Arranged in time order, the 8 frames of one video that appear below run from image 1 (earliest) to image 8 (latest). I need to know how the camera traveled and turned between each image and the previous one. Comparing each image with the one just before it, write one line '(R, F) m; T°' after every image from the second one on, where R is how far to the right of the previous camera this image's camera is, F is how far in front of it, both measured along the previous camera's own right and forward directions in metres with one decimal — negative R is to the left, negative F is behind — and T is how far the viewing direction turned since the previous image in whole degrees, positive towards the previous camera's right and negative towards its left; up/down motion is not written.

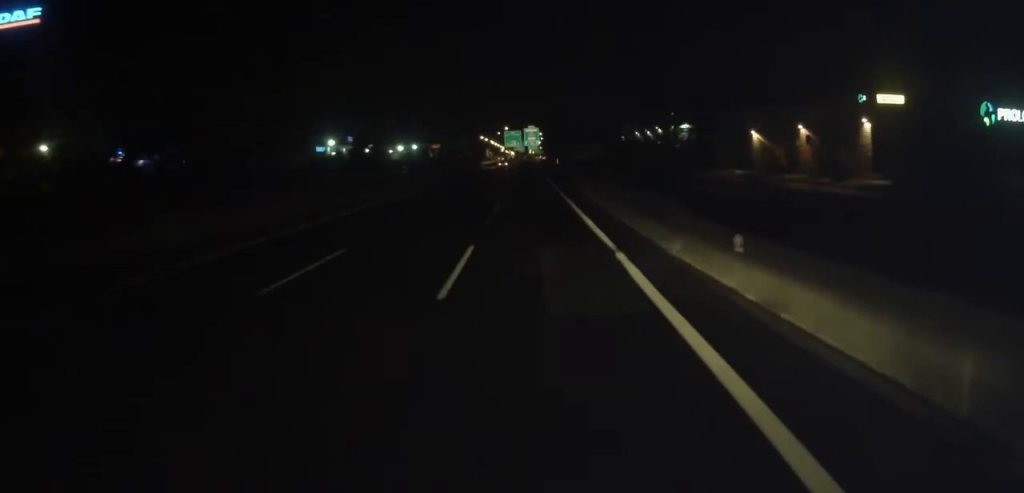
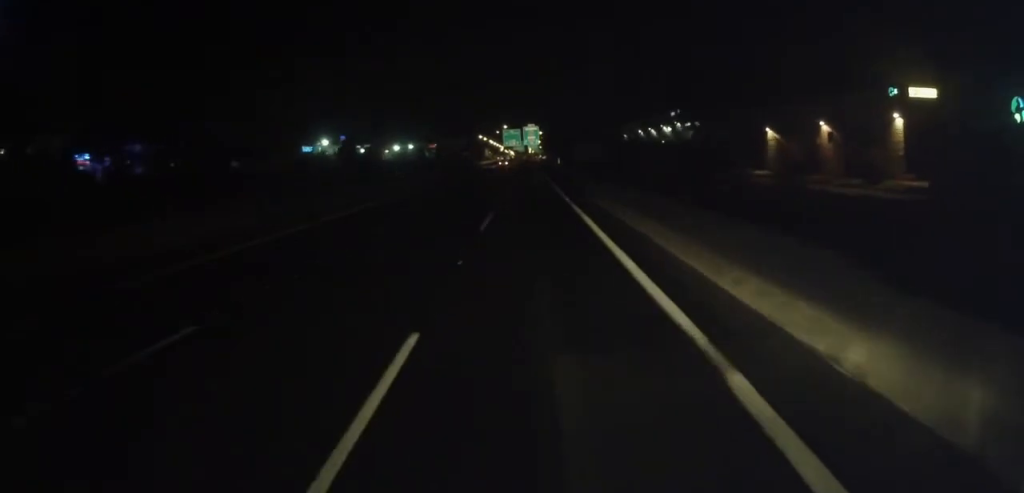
(-0.1, +8.7) m; 0°
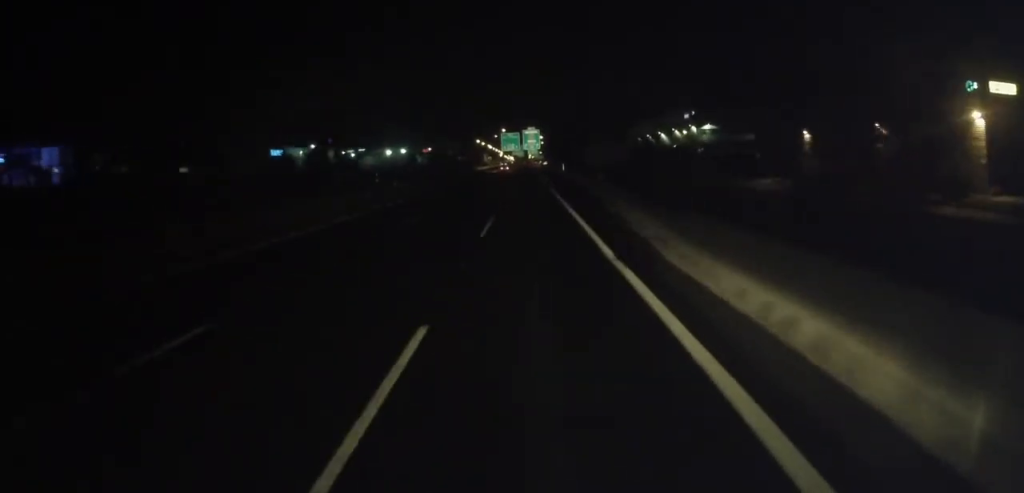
(-0.1, +17.4) m; 0°
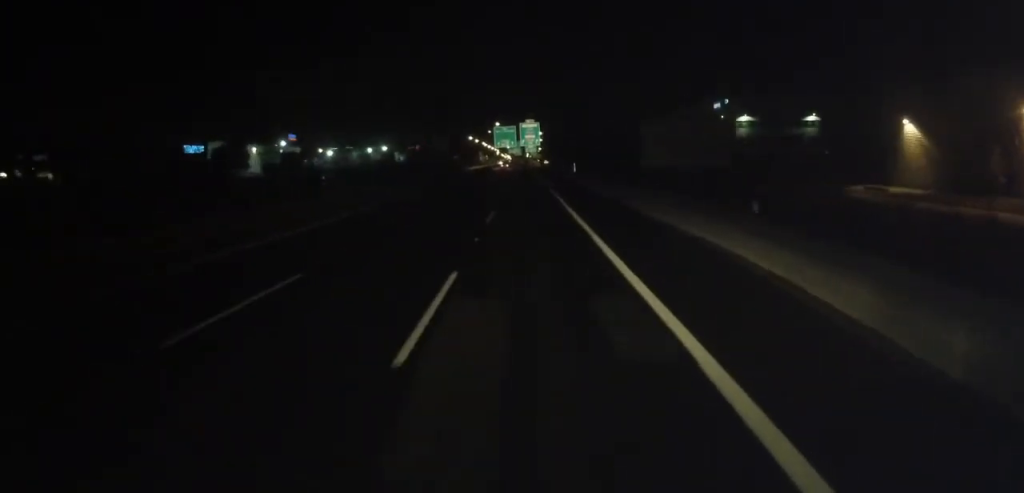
(+0.4, +31.9) m; +1°
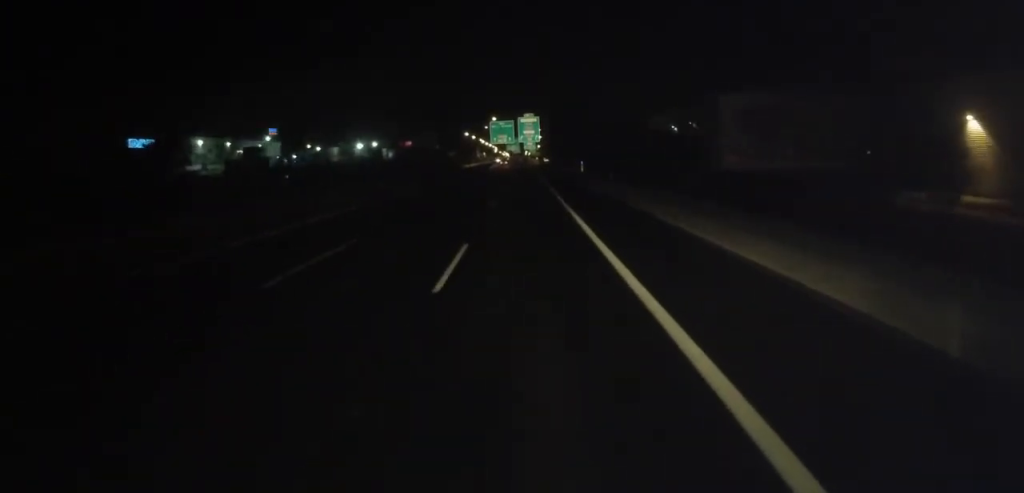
(0.0, +13.8) m; 0°
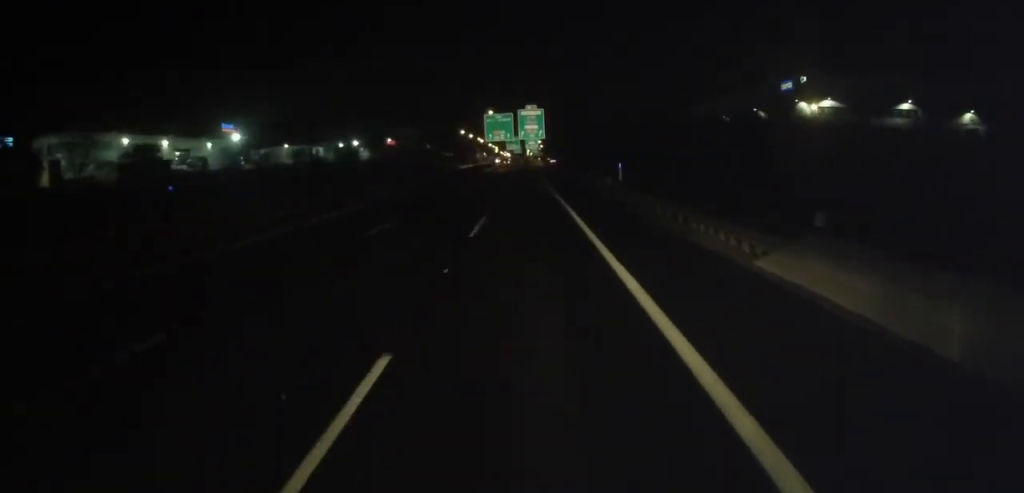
(0.0, +28.3) m; 0°
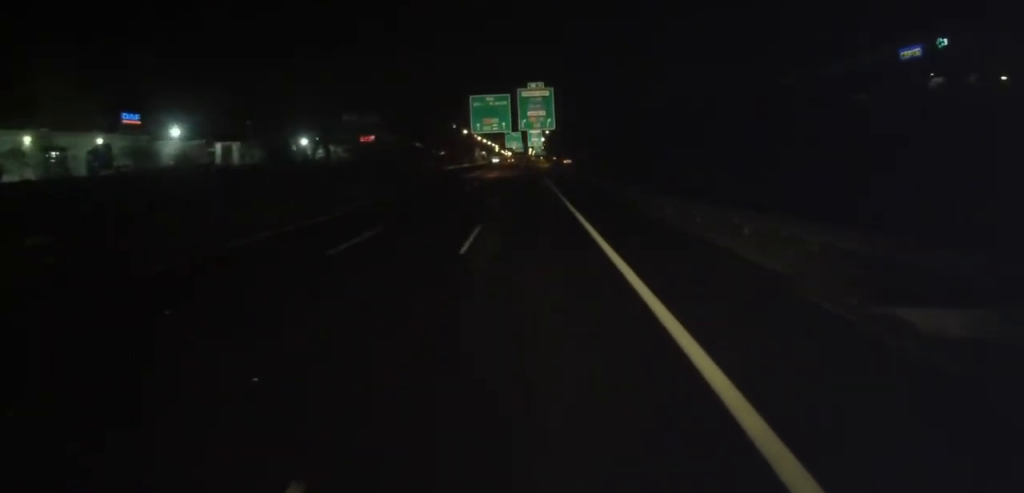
(0.0, +39.8) m; 0°
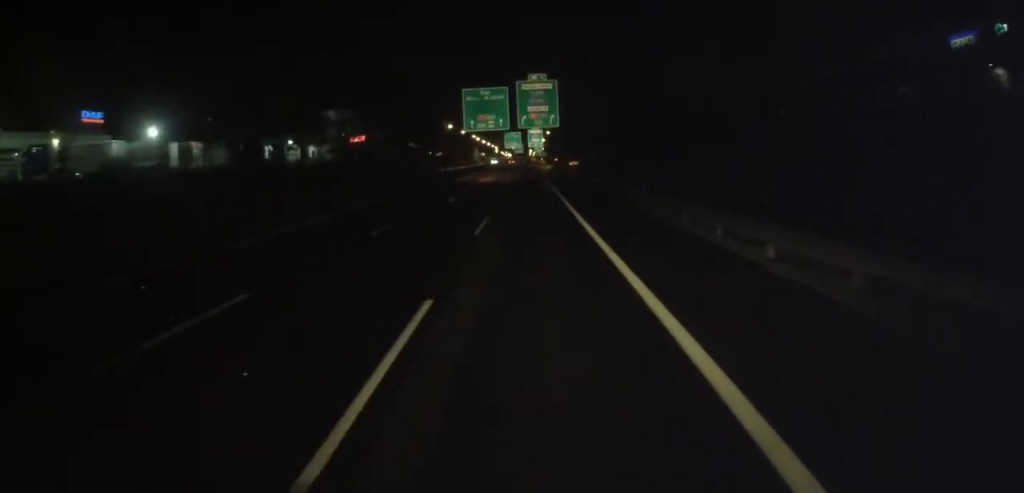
(0.0, +11.5) m; 0°
